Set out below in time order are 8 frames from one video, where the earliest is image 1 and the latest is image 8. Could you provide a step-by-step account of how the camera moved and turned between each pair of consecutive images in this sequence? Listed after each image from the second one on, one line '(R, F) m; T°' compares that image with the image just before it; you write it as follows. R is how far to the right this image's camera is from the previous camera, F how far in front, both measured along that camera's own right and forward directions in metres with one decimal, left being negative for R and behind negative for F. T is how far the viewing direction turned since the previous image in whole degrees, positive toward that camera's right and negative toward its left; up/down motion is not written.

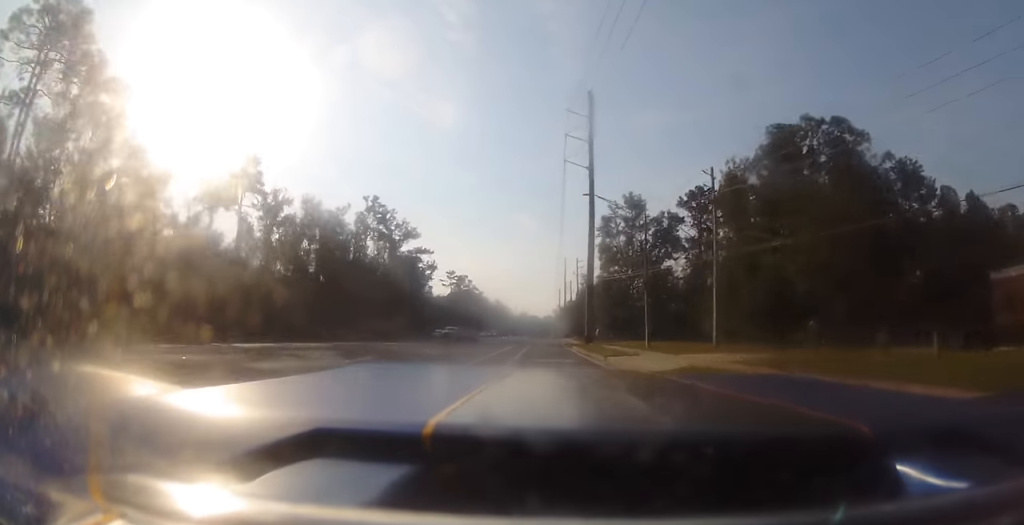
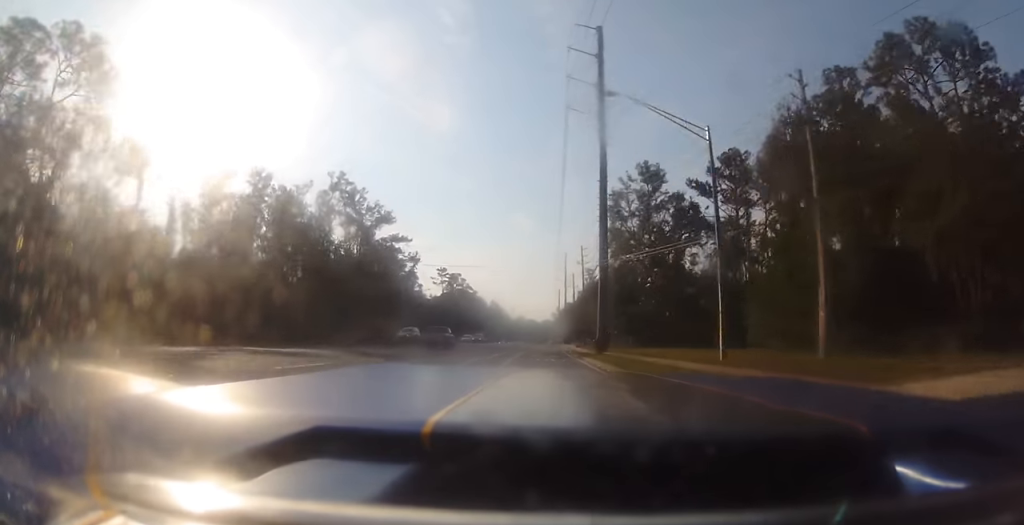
(-0.1, +17.9) m; +1°
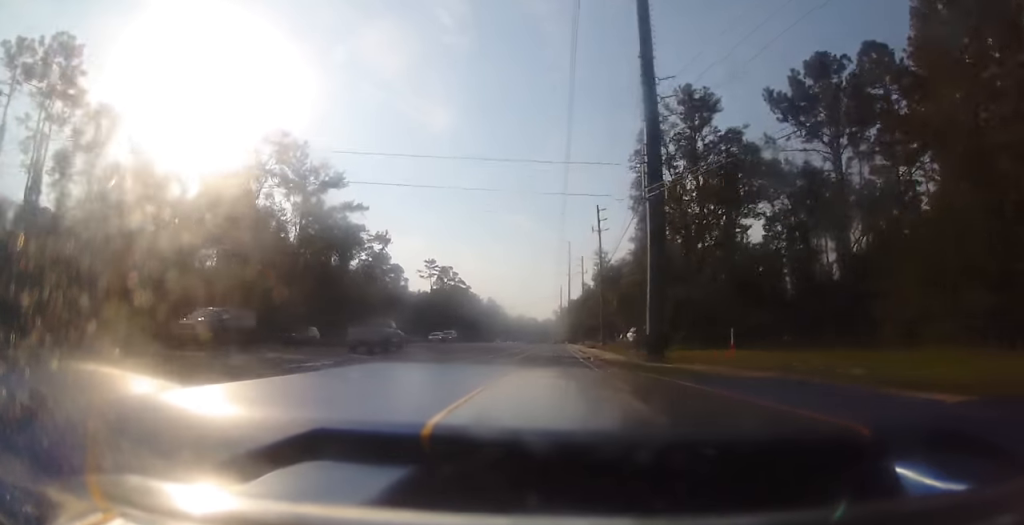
(+0.3, +25.3) m; +1°
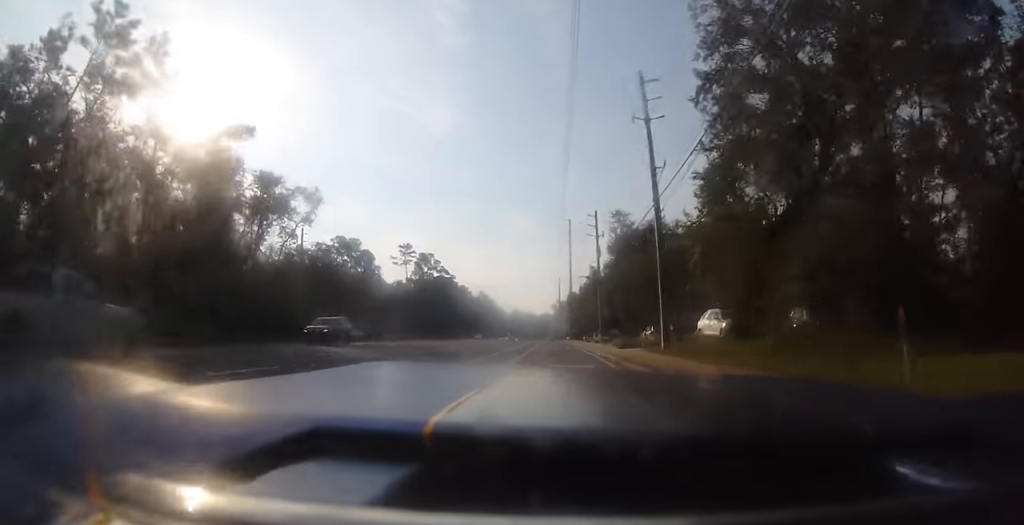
(+0.2, +30.4) m; 0°
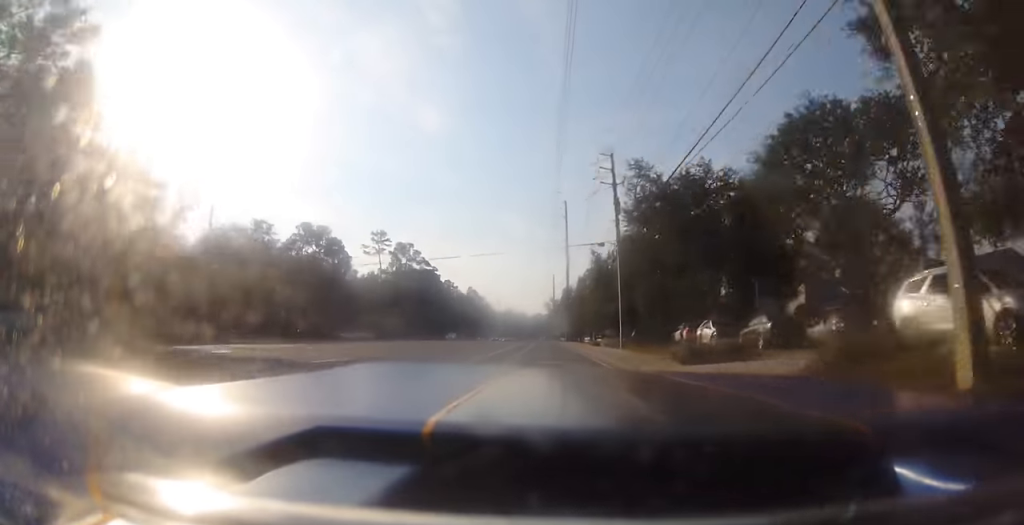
(-0.1, +20.5) m; 0°
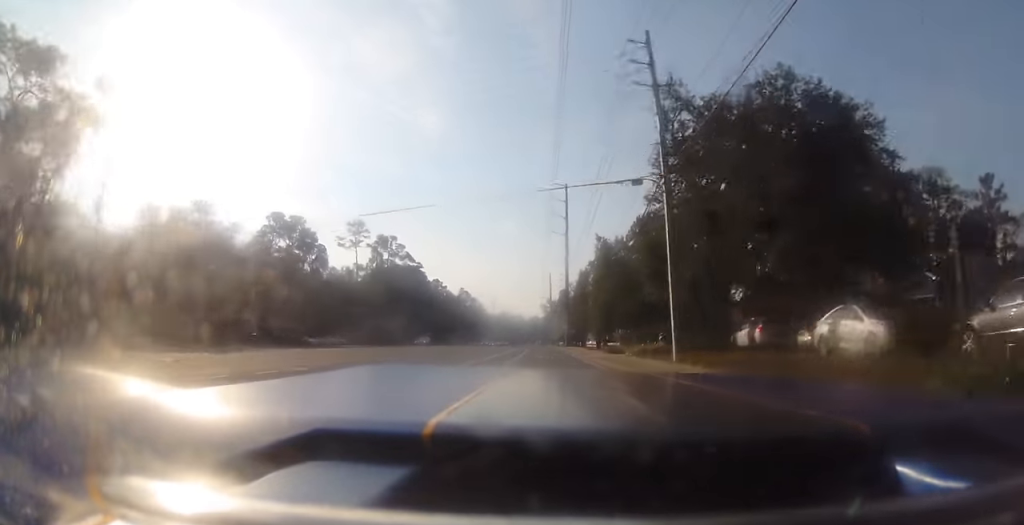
(0.0, +15.4) m; 0°
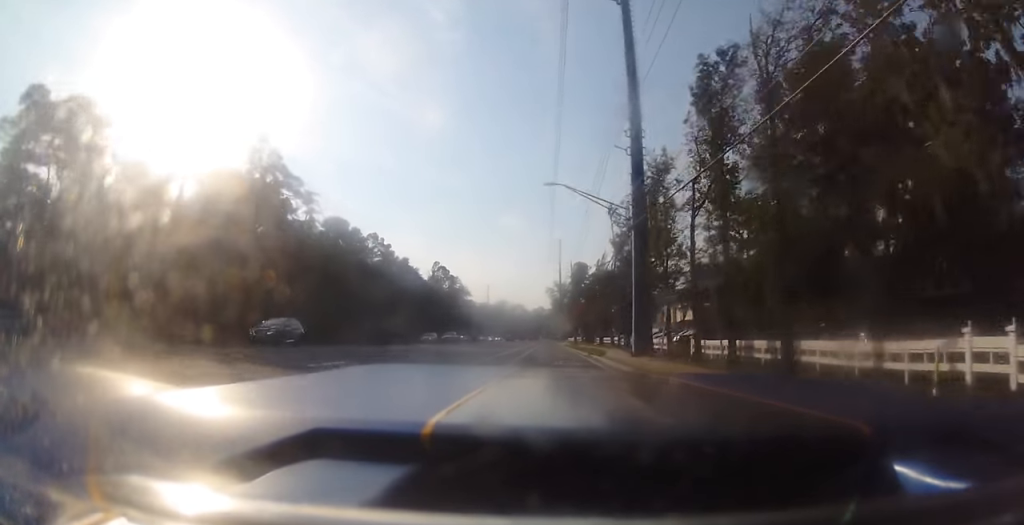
(+0.5, +74.9) m; 0°
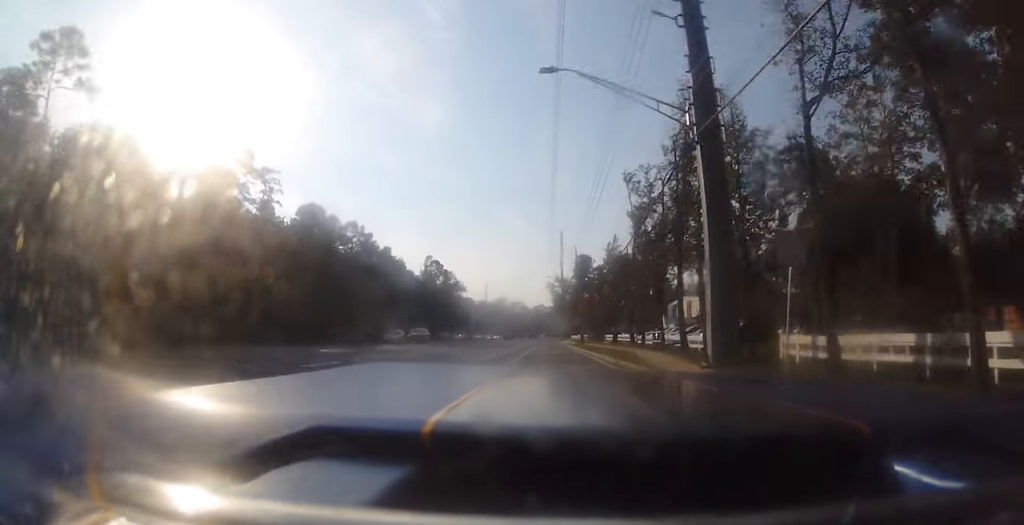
(-0.2, +12.8) m; -1°
